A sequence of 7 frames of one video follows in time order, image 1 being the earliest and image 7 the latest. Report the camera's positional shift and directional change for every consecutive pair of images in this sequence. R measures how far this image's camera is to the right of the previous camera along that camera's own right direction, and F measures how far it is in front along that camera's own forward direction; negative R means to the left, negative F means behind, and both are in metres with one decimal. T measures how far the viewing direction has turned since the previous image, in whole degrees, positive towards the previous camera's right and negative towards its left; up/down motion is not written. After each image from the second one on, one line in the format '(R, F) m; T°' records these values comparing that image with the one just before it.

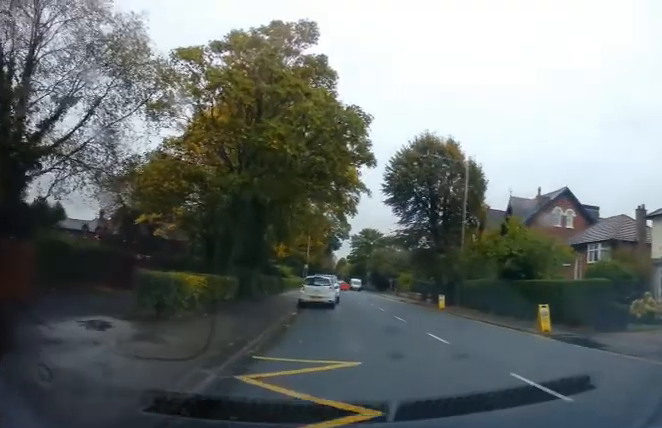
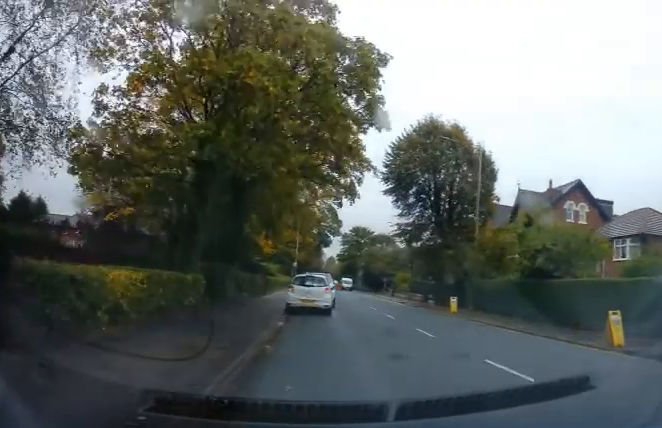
(-0.1, +4.1) m; +1°
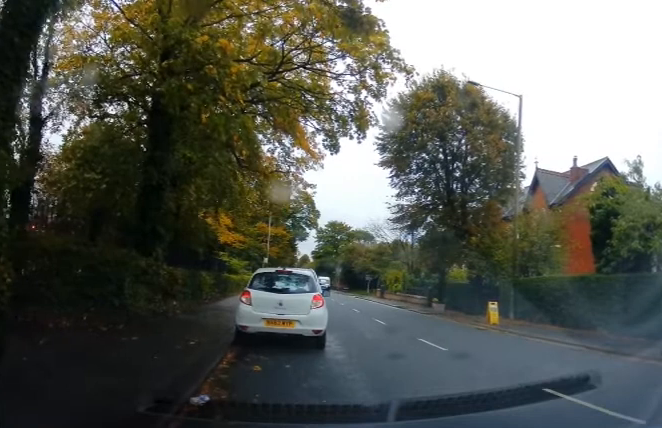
(+0.4, +7.4) m; +8°
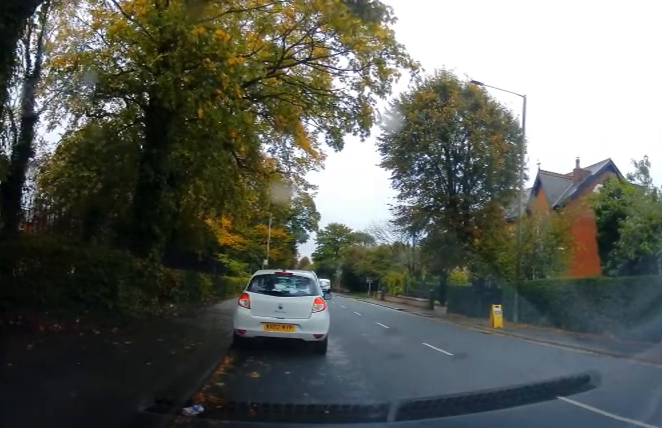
(0.0, +0.2) m; 0°
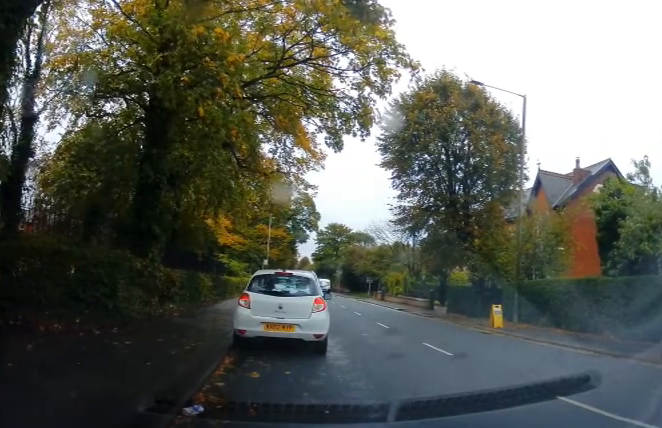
(0.0, 0.0) m; 0°
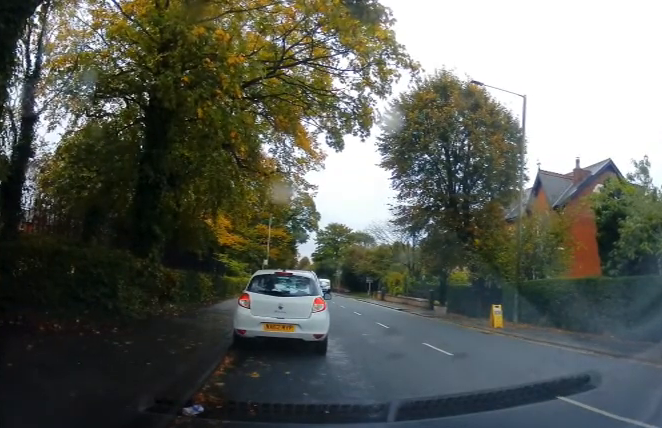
(0.0, 0.0) m; 0°
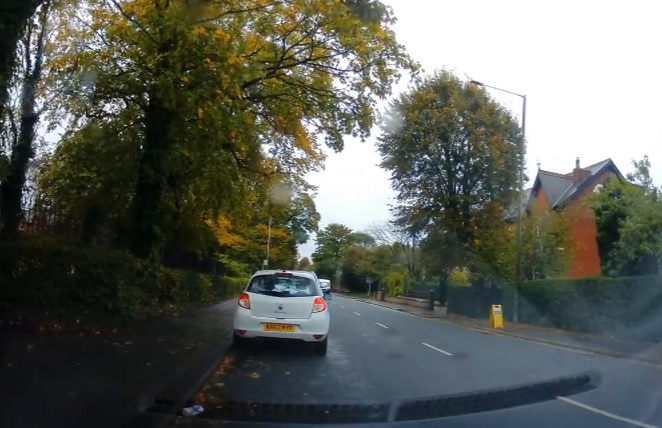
(0.0, 0.0) m; 0°
